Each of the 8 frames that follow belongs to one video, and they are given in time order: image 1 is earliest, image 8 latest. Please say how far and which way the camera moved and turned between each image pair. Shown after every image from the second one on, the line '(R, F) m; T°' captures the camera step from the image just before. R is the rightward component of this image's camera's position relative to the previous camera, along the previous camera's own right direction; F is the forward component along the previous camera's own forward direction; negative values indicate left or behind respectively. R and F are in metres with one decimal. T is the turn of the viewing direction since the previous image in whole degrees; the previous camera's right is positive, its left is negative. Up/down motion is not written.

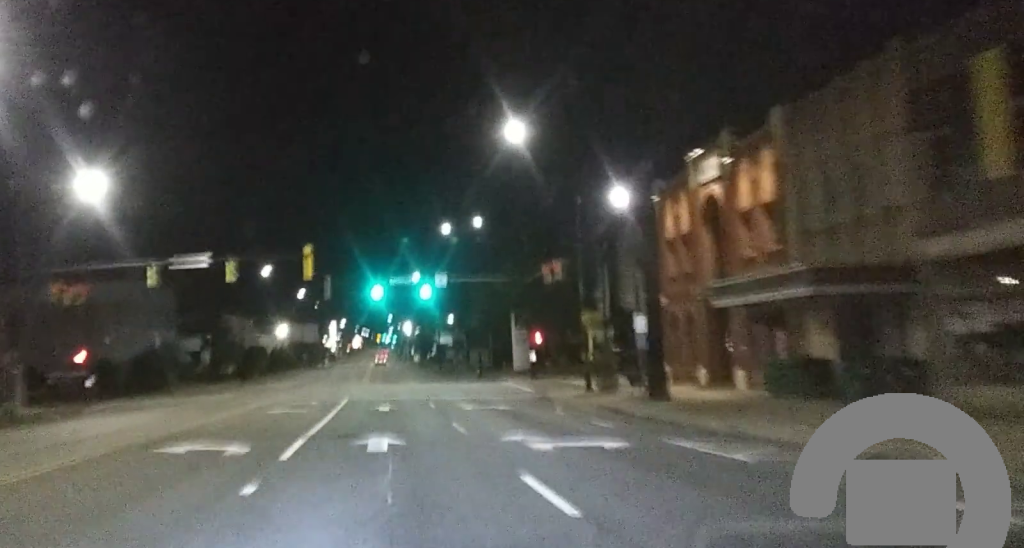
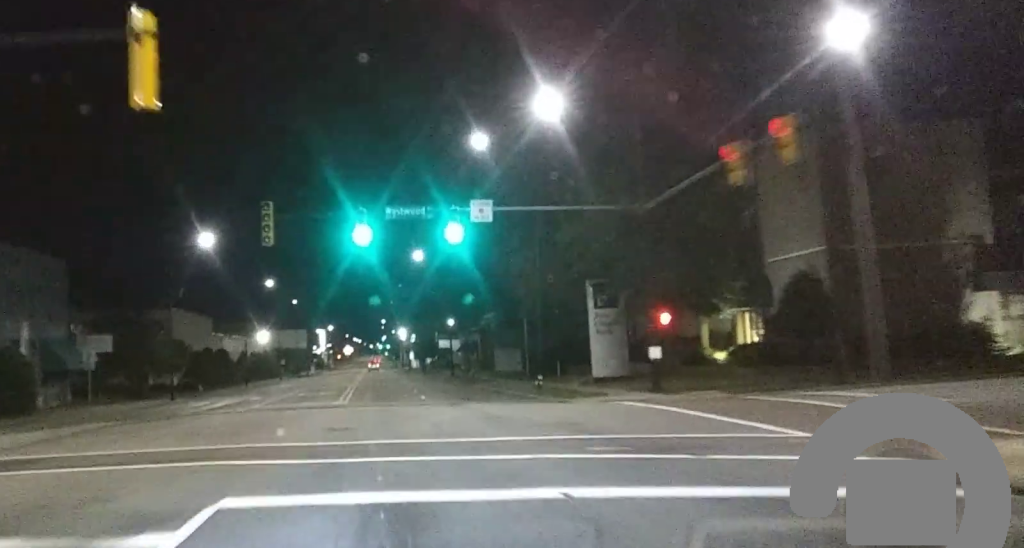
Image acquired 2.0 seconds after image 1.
(+0.1, +32.6) m; 0°
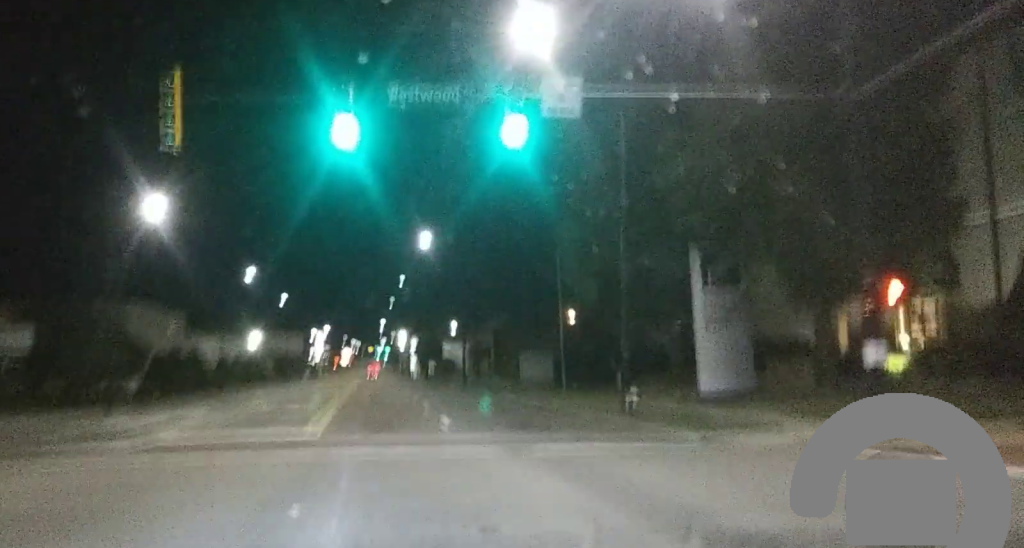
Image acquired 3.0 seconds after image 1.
(0.0, +17.5) m; 0°
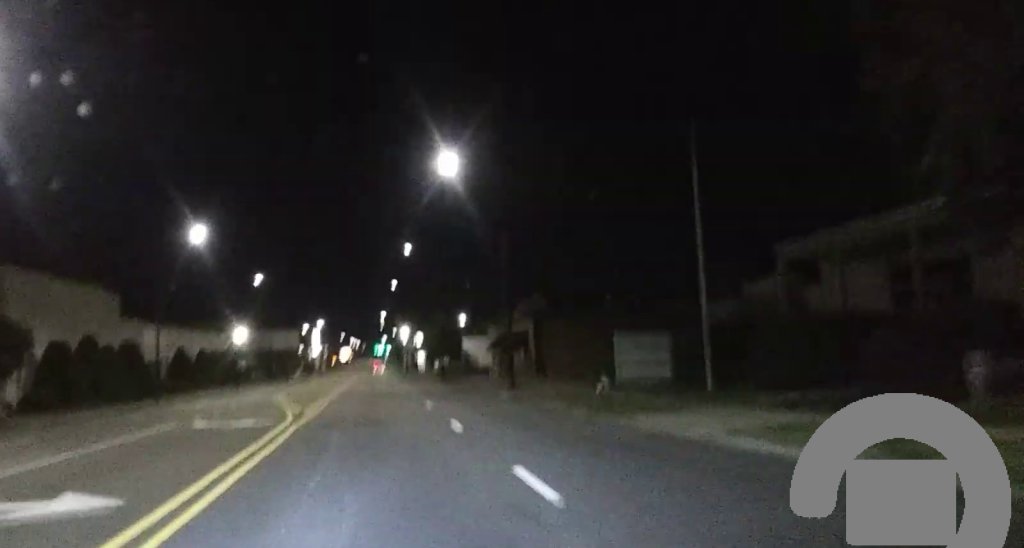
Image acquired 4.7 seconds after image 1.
(0.0, +26.4) m; 0°
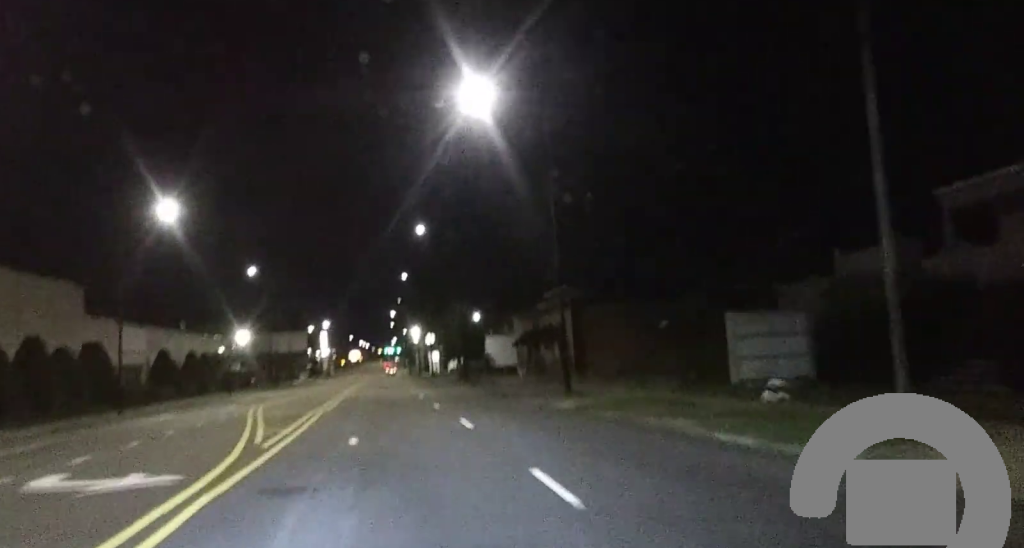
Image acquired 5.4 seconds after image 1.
(-0.1, +12.3) m; -1°
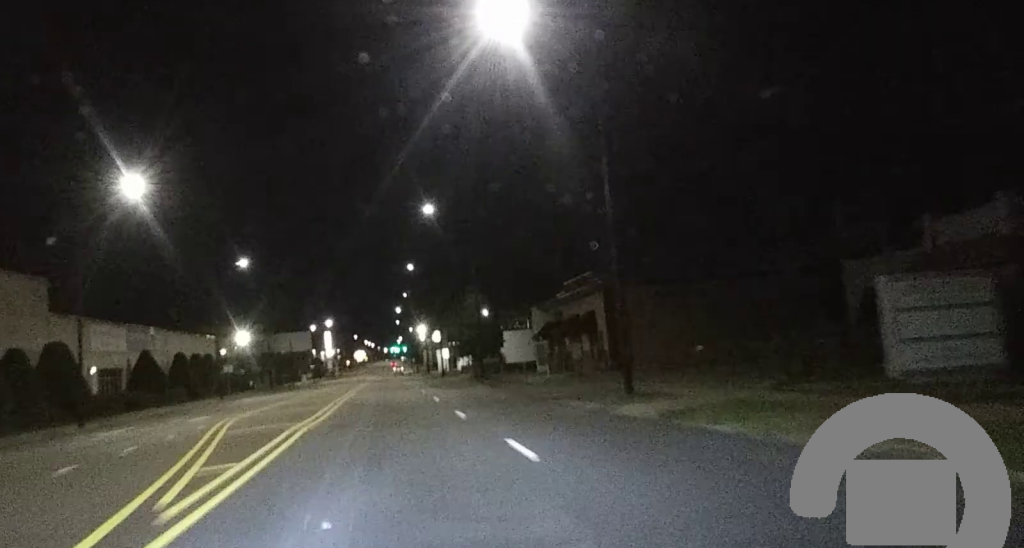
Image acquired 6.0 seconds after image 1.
(0.0, +8.5) m; 0°
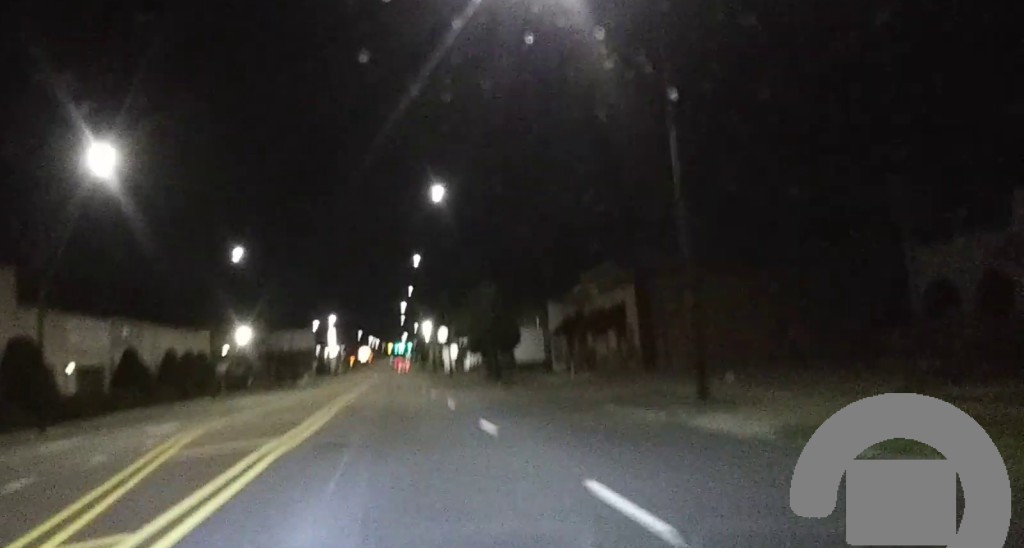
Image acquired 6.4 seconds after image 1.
(0.0, +6.9) m; 0°
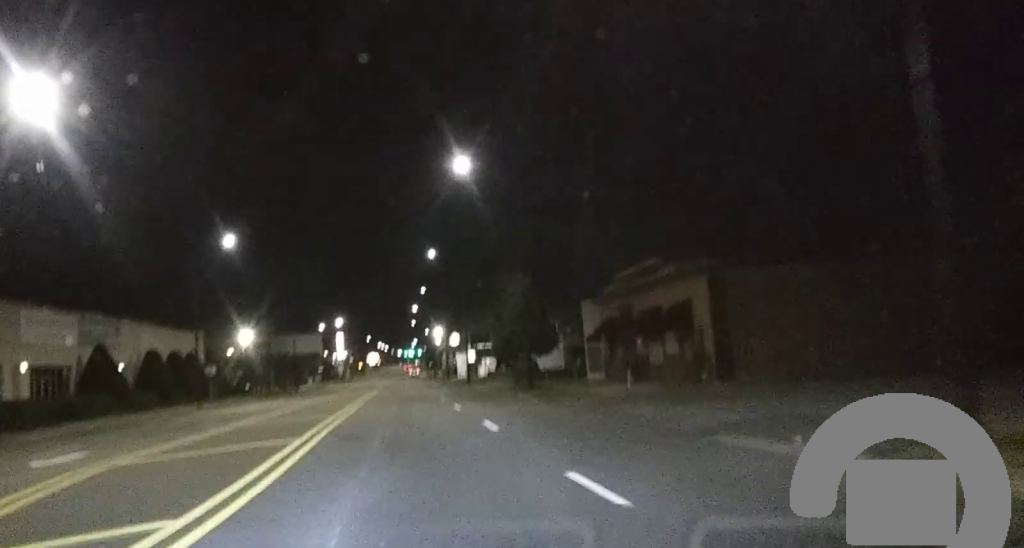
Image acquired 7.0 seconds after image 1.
(0.0, +9.4) m; -1°
